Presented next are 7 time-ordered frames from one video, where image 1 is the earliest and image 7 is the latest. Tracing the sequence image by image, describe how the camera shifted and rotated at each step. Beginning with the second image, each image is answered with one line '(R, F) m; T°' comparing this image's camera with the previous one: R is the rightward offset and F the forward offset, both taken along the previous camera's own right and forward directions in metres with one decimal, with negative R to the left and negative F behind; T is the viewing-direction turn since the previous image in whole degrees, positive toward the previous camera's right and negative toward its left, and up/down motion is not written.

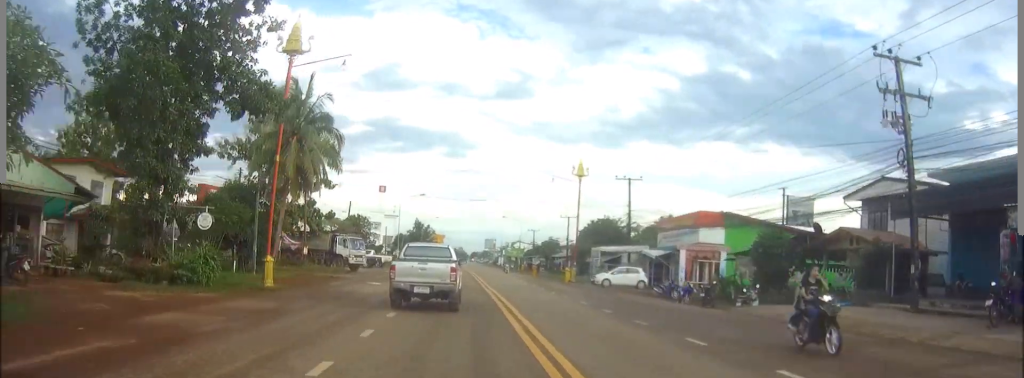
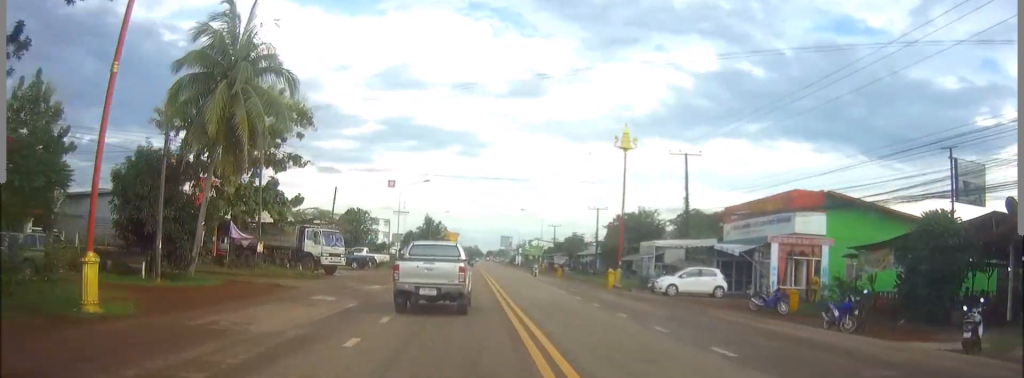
(-0.1, +14.5) m; -1°
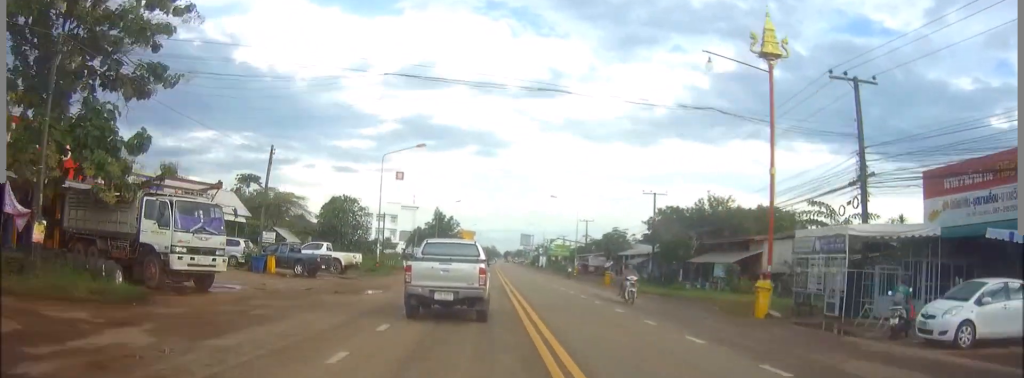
(-0.5, +22.6) m; -2°
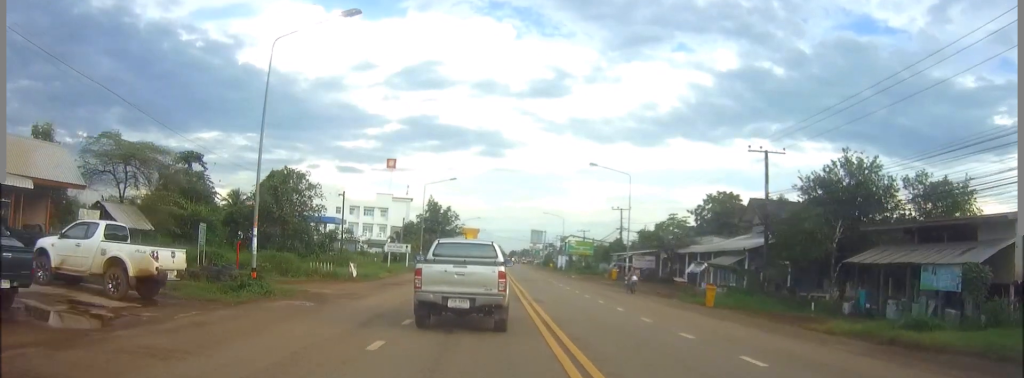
(-0.1, +28.0) m; 0°
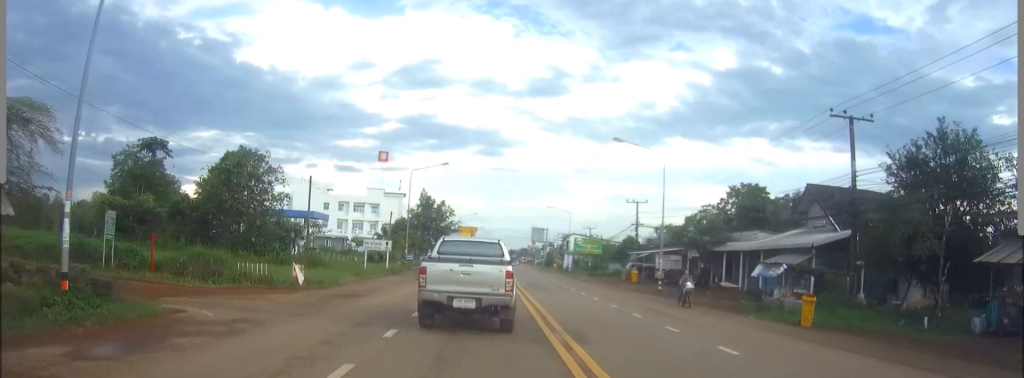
(0.0, +11.2) m; 0°
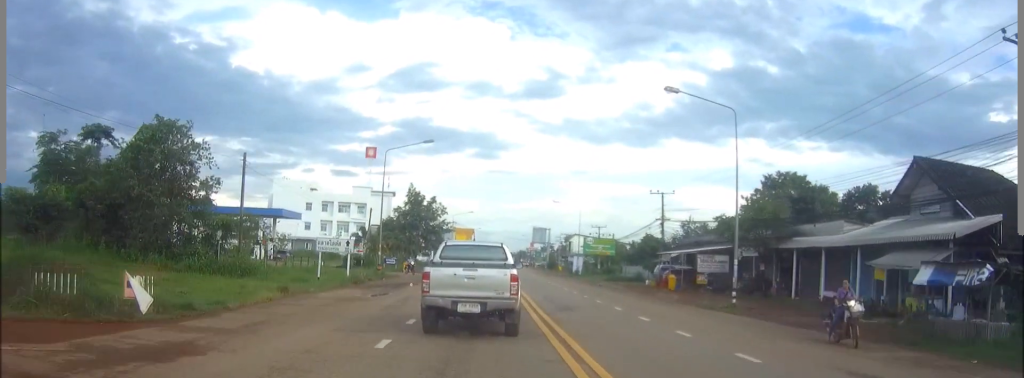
(0.0, +13.3) m; 0°
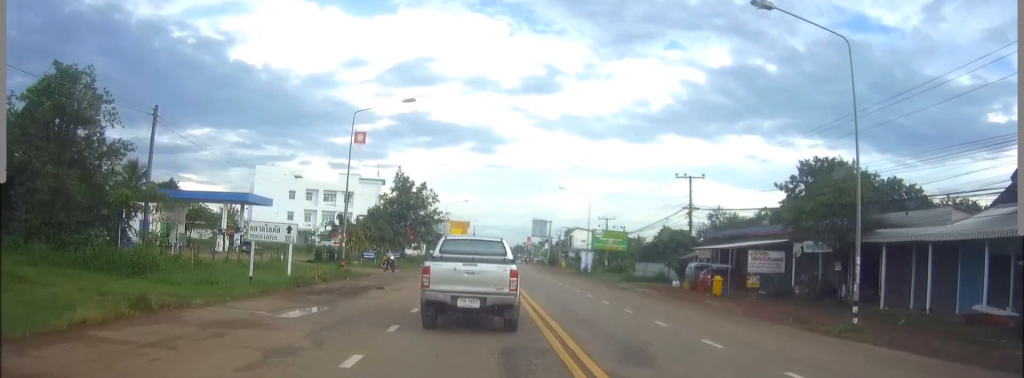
(0.0, +11.2) m; 0°
